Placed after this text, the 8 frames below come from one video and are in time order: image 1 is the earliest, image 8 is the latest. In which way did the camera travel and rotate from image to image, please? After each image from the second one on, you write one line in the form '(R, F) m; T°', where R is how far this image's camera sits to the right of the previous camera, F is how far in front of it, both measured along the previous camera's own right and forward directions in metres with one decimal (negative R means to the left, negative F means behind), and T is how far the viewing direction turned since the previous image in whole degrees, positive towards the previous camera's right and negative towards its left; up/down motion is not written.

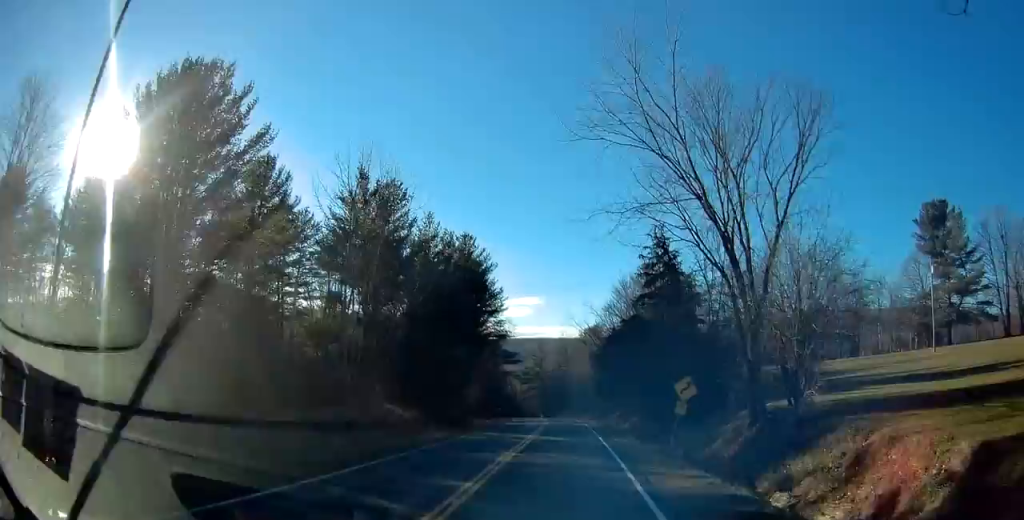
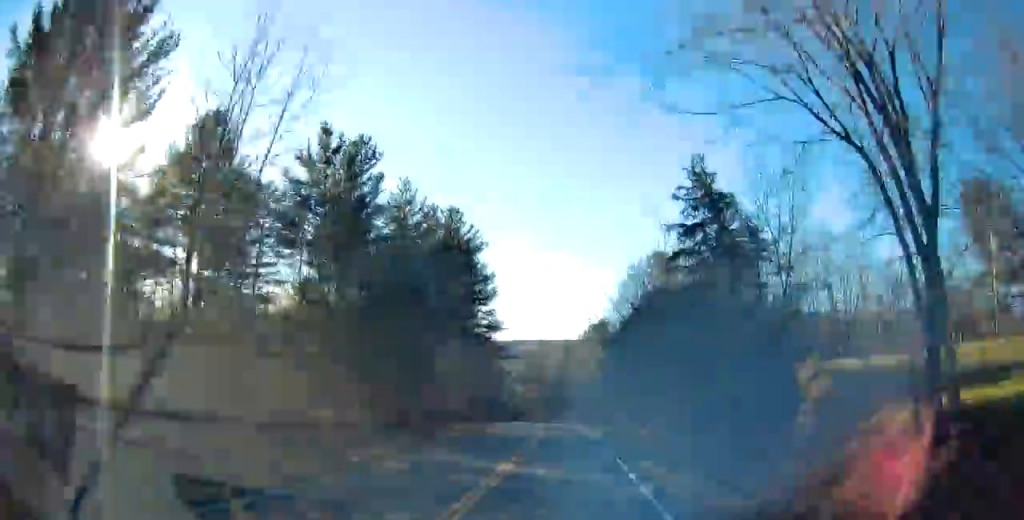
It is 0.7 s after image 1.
(0.0, +12.0) m; 0°
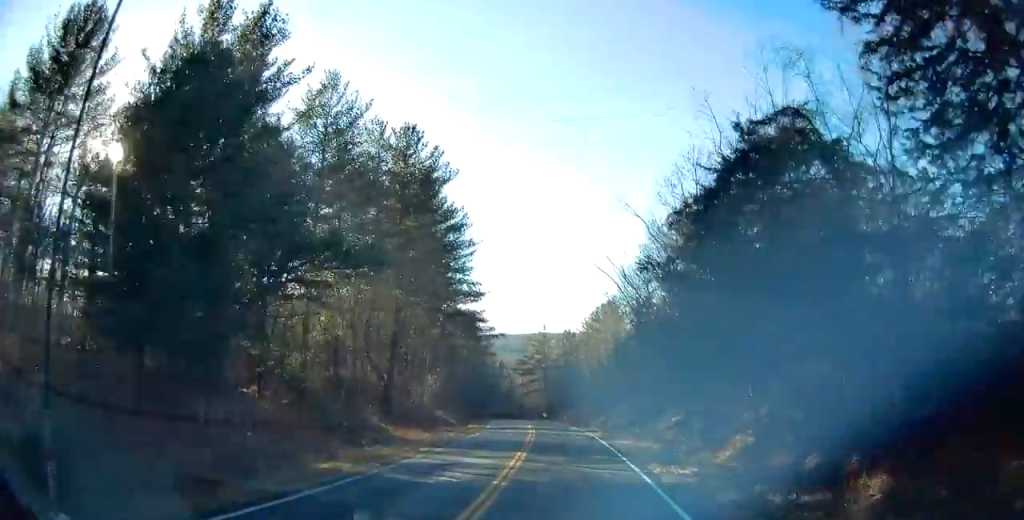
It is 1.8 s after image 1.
(-0.3, +20.9) m; -2°
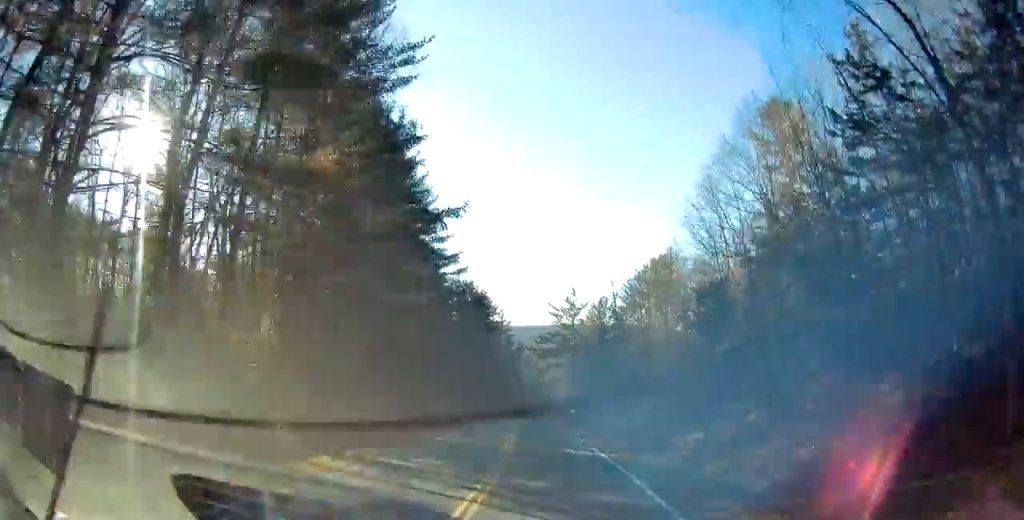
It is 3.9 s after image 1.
(-0.6, +36.2) m; -1°
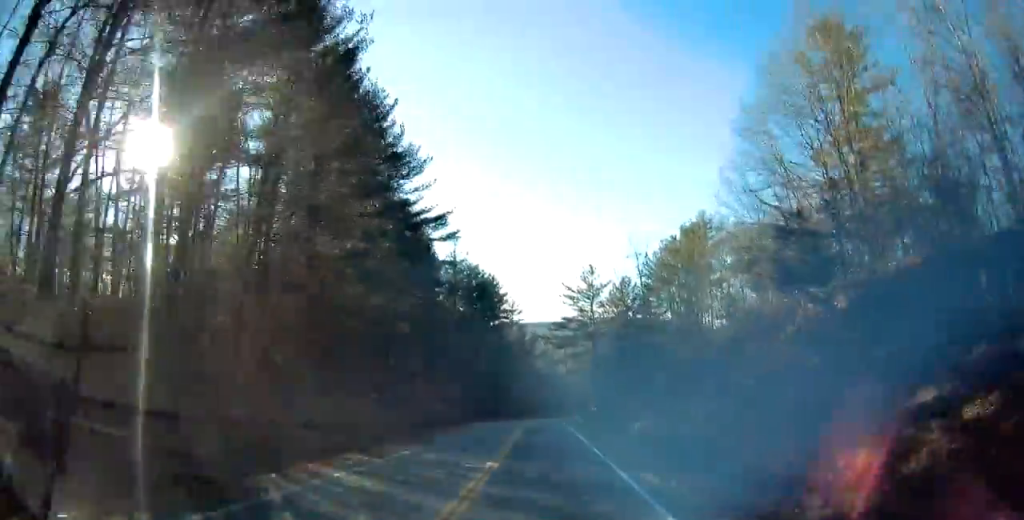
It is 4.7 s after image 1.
(+0.1, +14.1) m; -2°
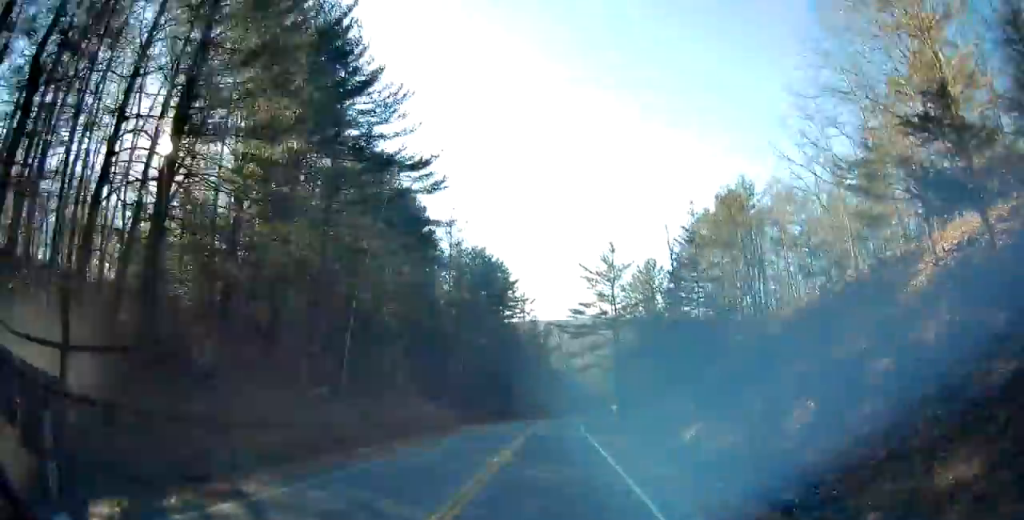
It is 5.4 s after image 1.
(-0.5, +11.8) m; -2°
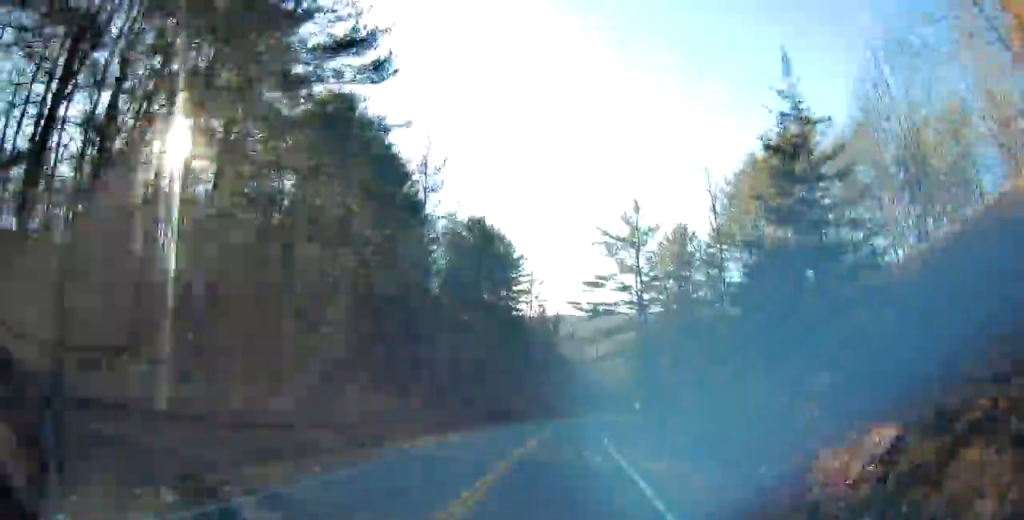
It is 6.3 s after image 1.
(-0.1, +15.1) m; -1°
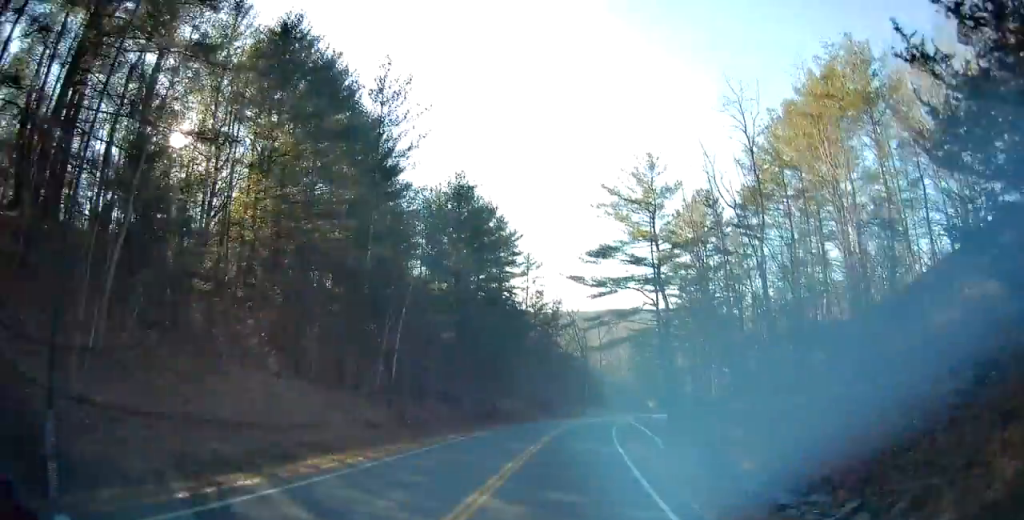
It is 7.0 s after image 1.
(-0.1, +11.6) m; 0°
